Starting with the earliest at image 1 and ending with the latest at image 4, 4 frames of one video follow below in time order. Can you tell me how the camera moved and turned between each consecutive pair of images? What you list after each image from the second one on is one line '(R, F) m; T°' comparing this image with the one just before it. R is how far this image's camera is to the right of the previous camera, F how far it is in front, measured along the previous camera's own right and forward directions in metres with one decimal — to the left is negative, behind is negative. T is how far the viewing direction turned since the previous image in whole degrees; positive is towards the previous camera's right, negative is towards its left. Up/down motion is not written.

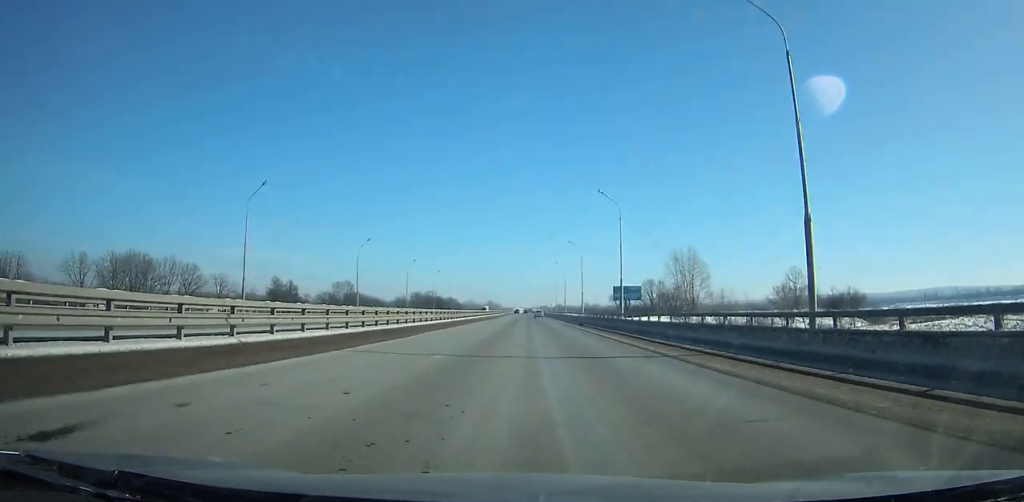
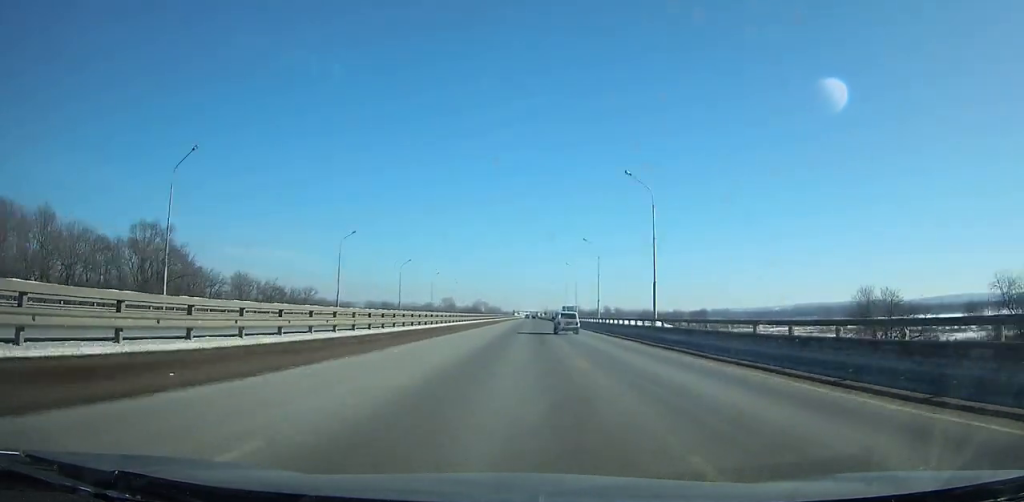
(-1.3, +332.4) m; 0°
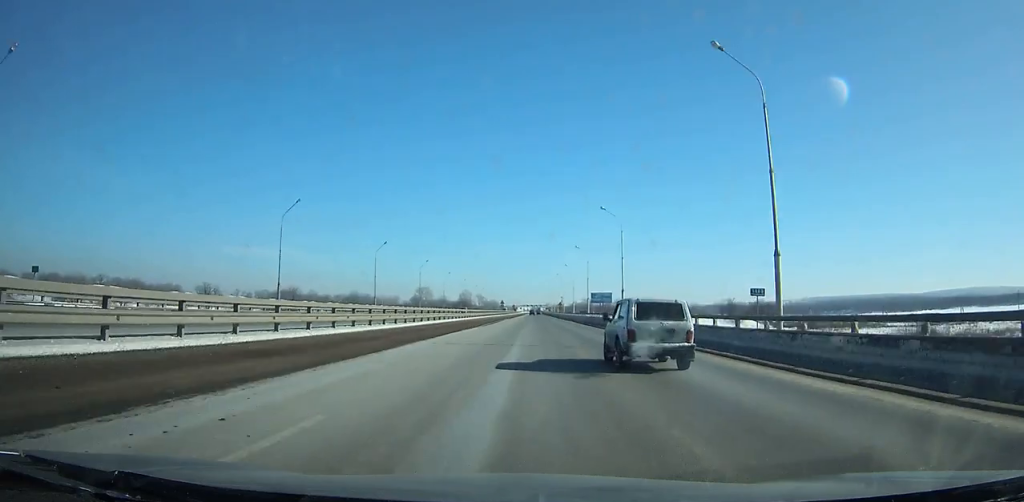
(-0.1, +139.2) m; 0°
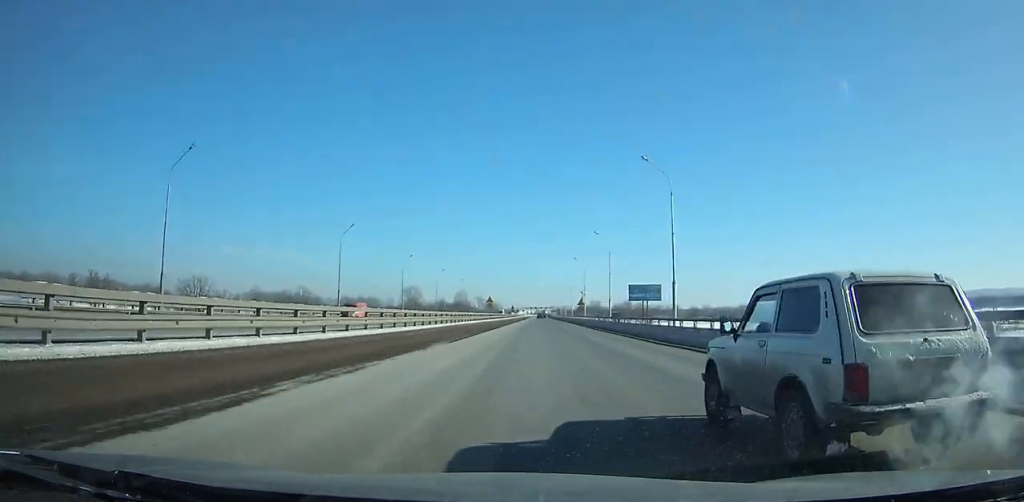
(0.0, +63.6) m; 0°
